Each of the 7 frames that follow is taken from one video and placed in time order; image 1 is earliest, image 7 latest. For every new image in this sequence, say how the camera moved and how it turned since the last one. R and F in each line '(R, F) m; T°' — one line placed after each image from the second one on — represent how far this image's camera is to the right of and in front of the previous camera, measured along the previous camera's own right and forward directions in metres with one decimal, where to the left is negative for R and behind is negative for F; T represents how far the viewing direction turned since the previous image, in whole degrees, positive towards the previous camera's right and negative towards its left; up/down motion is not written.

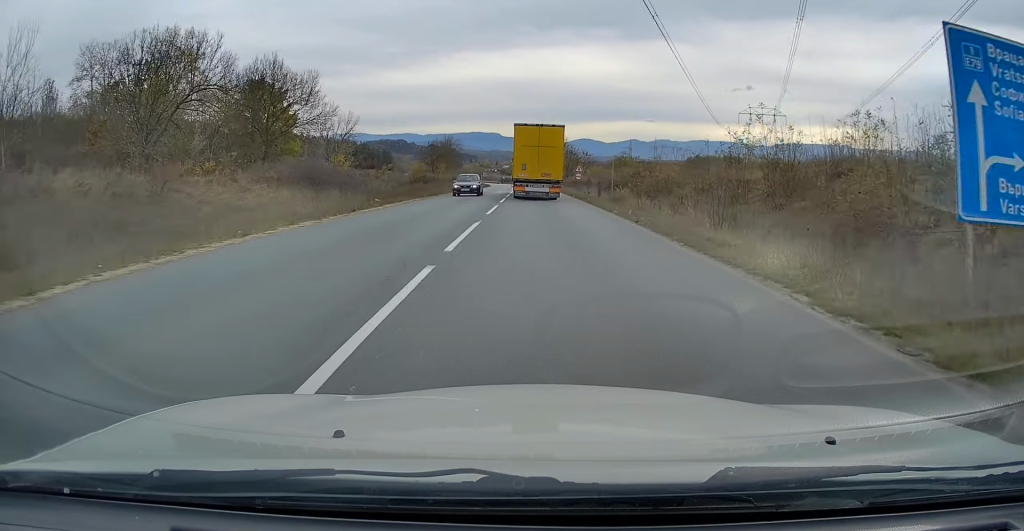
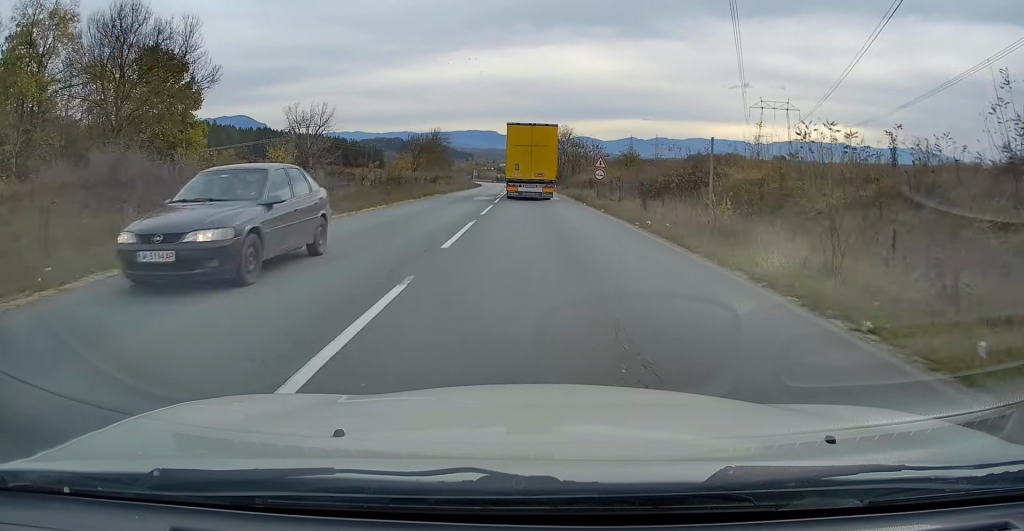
(-0.1, +19.0) m; 0°
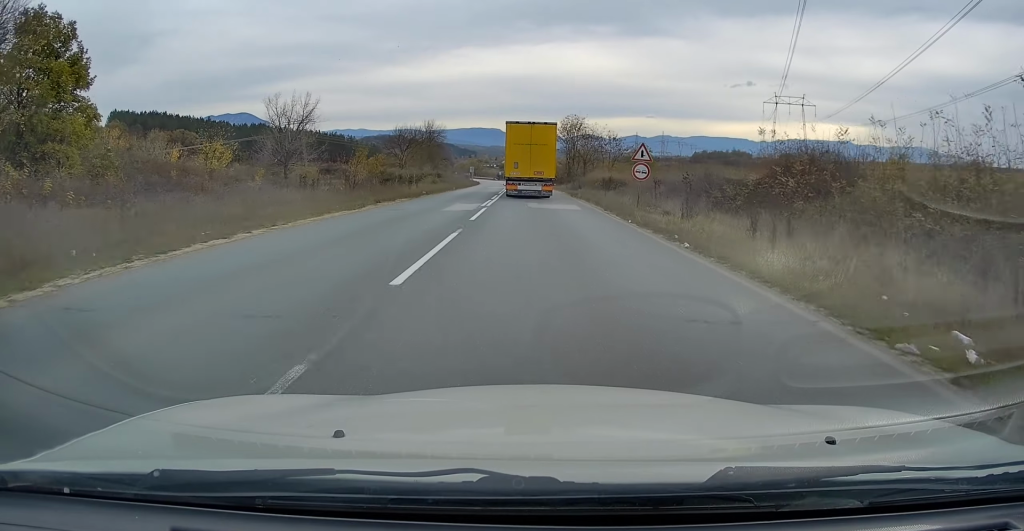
(0.0, +13.4) m; 0°
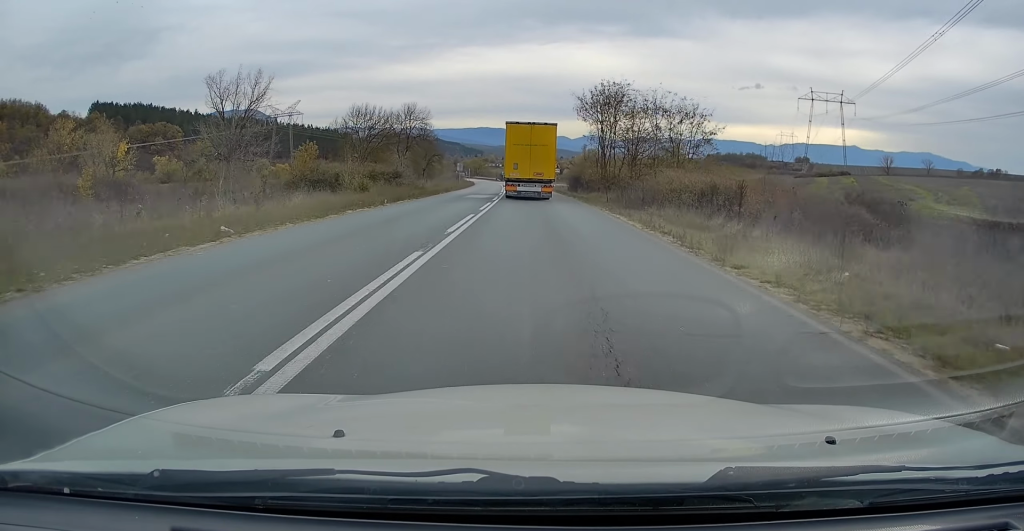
(-0.1, +28.9) m; -1°
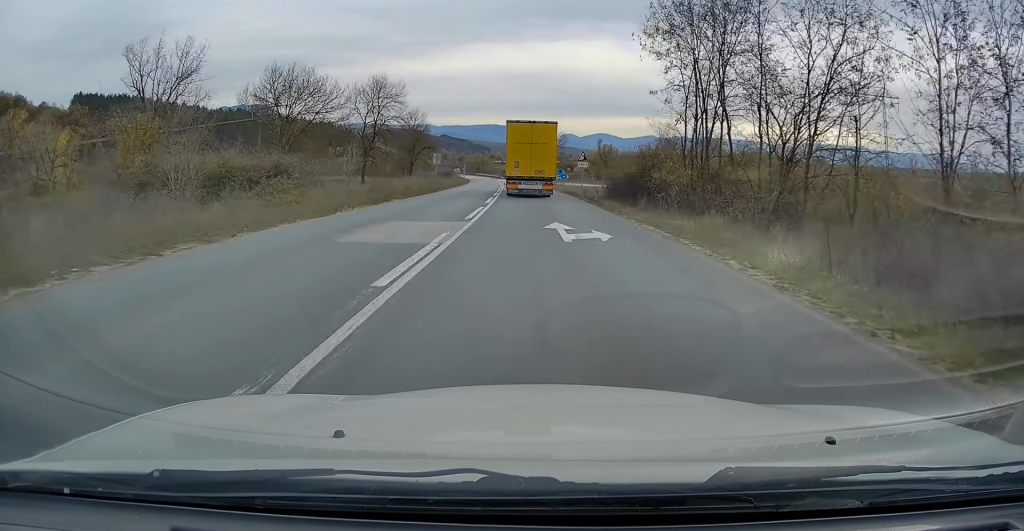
(-0.2, +25.8) m; -1°
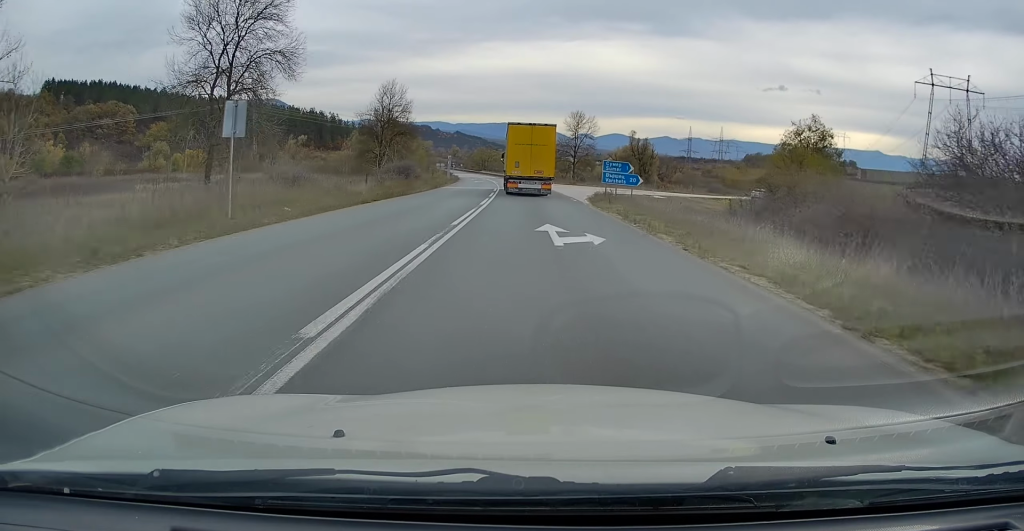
(-0.7, +41.0) m; -2°
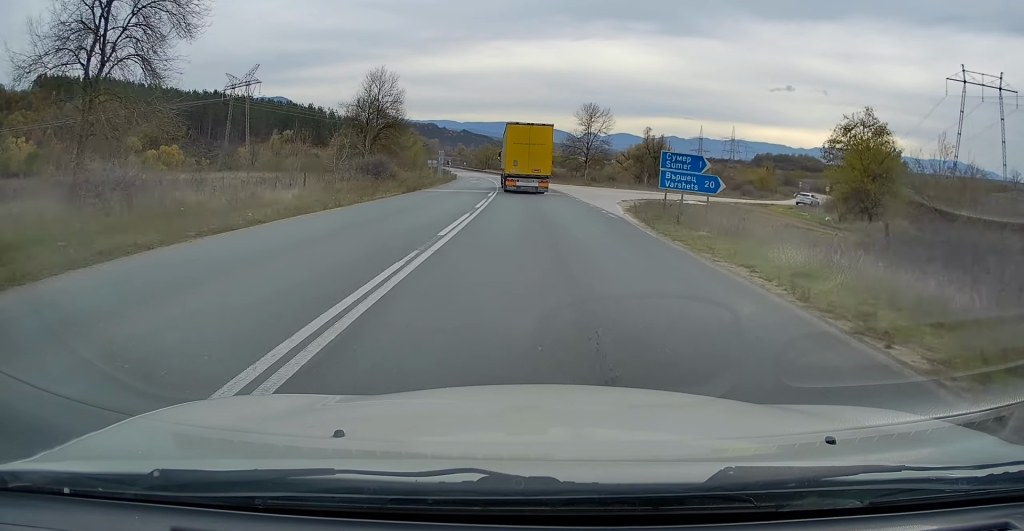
(-0.1, +13.1) m; 0°
